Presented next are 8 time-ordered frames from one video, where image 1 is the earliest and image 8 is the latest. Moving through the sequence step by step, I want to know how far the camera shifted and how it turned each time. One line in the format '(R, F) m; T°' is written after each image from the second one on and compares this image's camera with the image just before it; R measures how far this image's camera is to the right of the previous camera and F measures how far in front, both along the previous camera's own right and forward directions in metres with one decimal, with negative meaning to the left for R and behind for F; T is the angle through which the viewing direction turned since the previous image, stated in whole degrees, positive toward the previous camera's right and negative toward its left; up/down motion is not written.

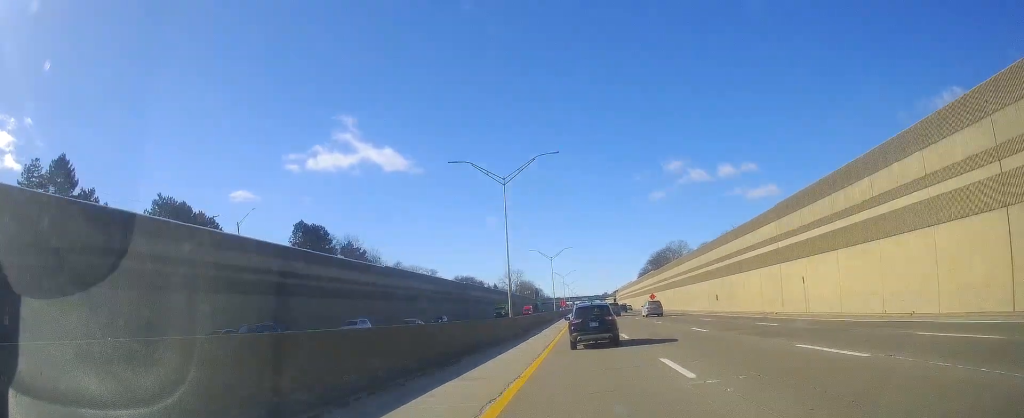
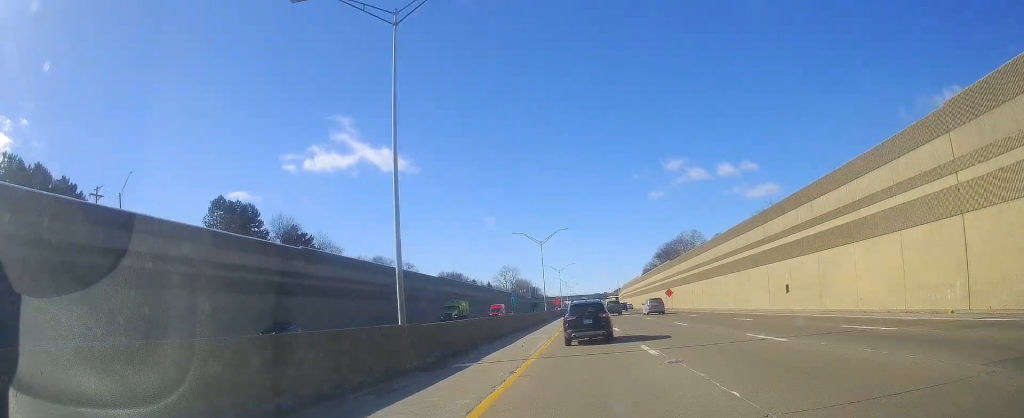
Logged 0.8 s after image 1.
(-0.4, +27.1) m; -1°
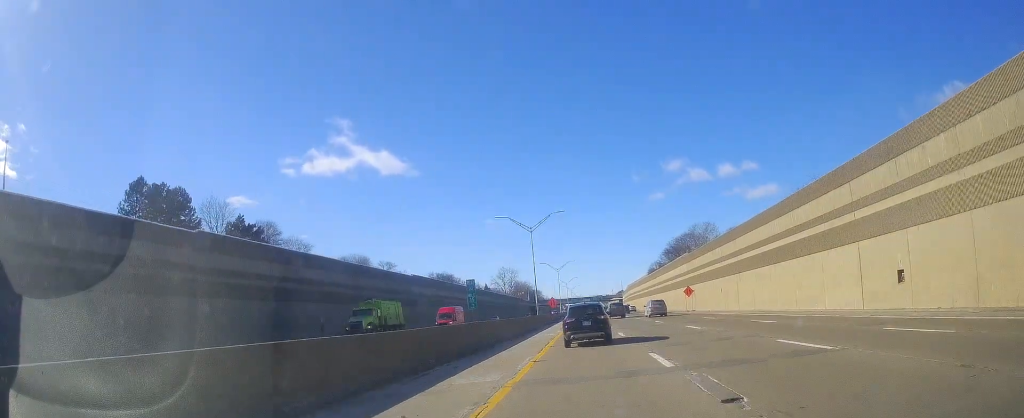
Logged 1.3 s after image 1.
(-0.3, +18.9) m; 0°
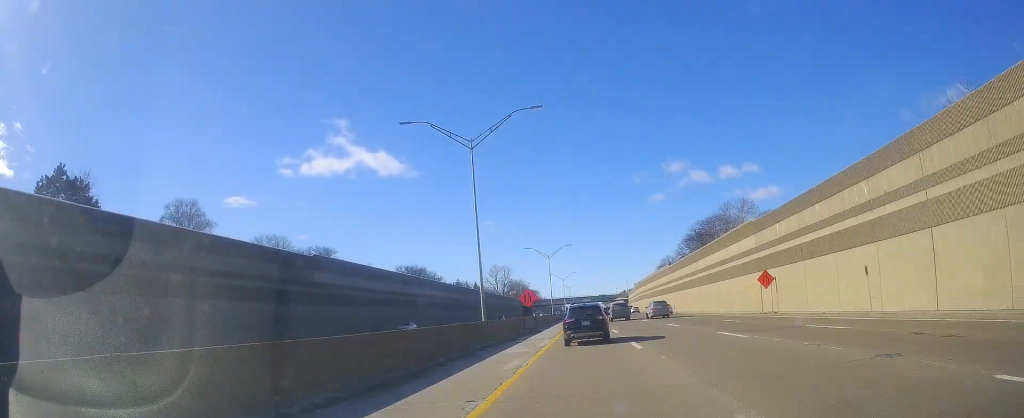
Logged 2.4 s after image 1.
(+0.5, +39.1) m; +1°
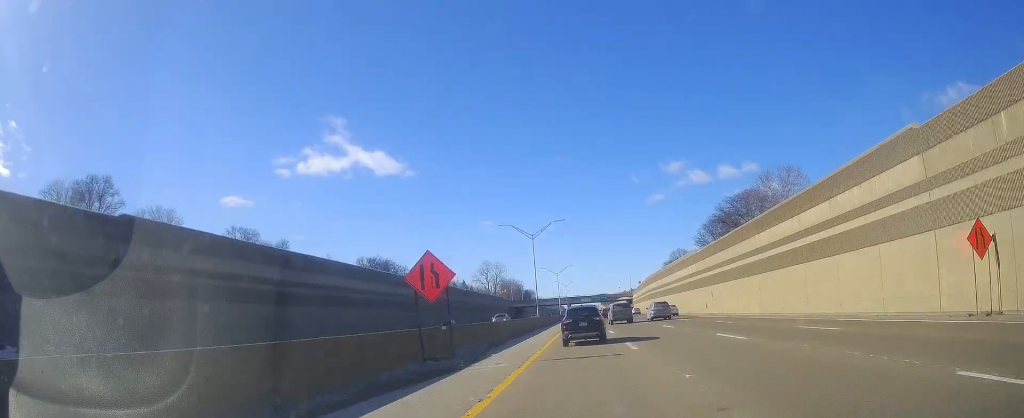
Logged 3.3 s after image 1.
(0.0, +30.9) m; +1°
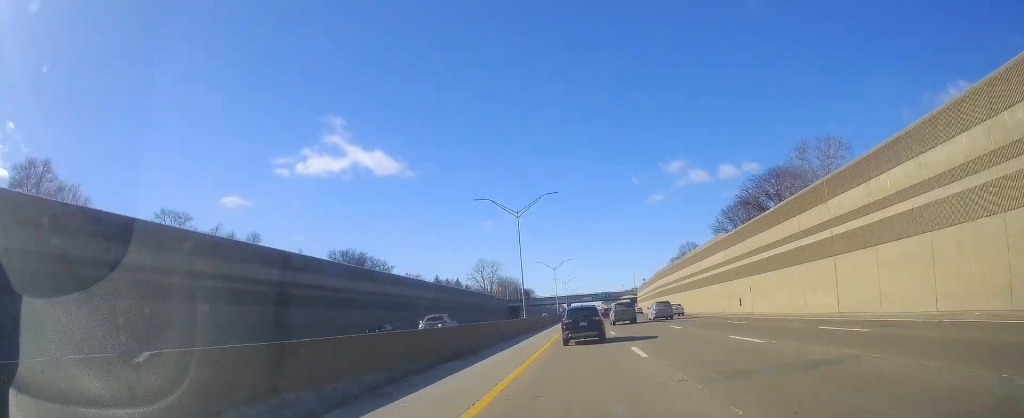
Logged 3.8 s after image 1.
(+0.3, +17.8) m; 0°
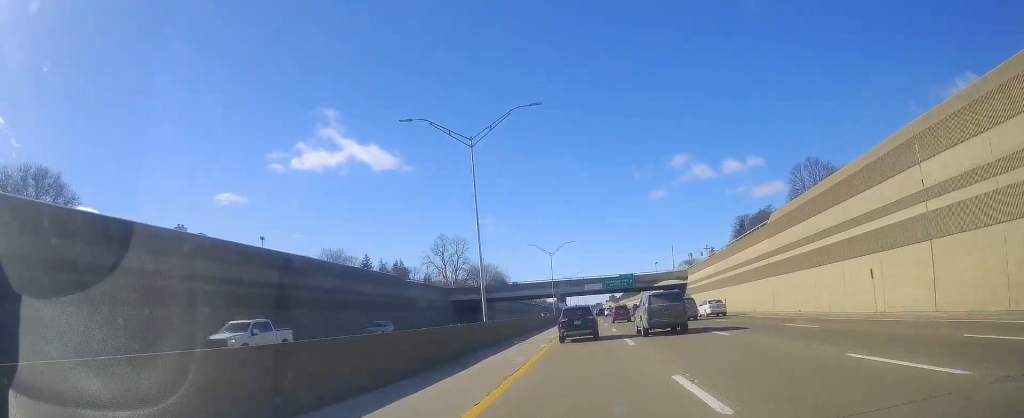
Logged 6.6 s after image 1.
(-2.2, +103.6) m; -1°
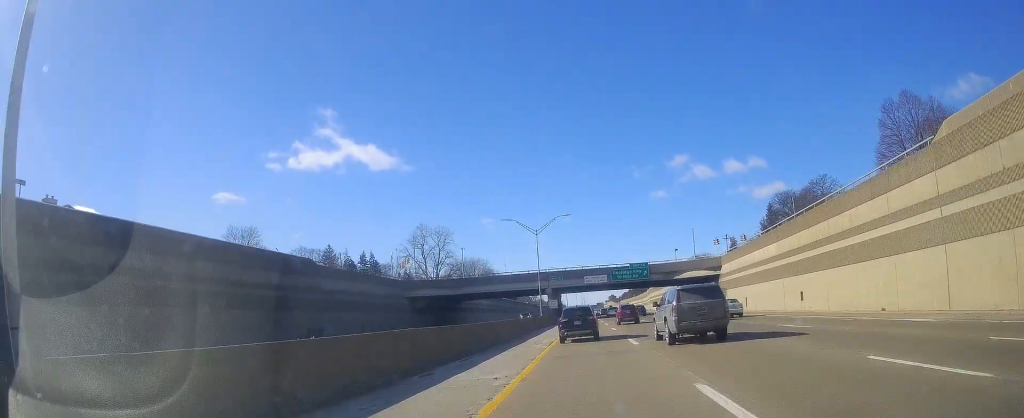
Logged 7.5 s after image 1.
(+0.2, +30.1) m; 0°
